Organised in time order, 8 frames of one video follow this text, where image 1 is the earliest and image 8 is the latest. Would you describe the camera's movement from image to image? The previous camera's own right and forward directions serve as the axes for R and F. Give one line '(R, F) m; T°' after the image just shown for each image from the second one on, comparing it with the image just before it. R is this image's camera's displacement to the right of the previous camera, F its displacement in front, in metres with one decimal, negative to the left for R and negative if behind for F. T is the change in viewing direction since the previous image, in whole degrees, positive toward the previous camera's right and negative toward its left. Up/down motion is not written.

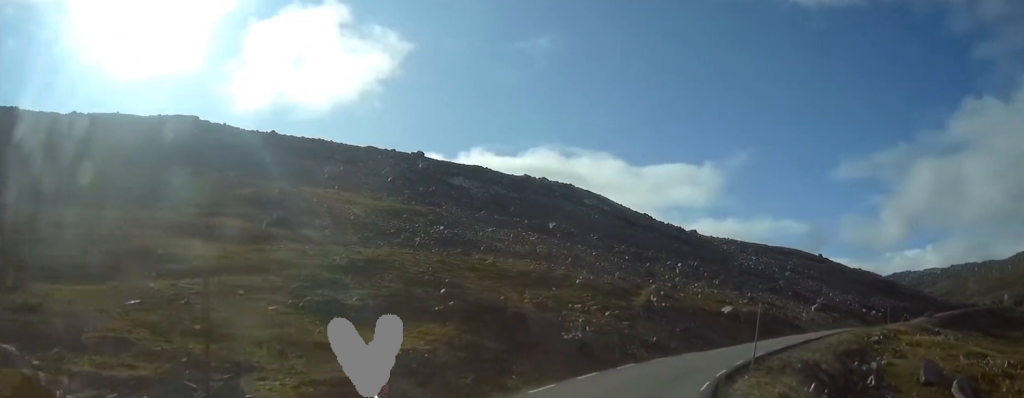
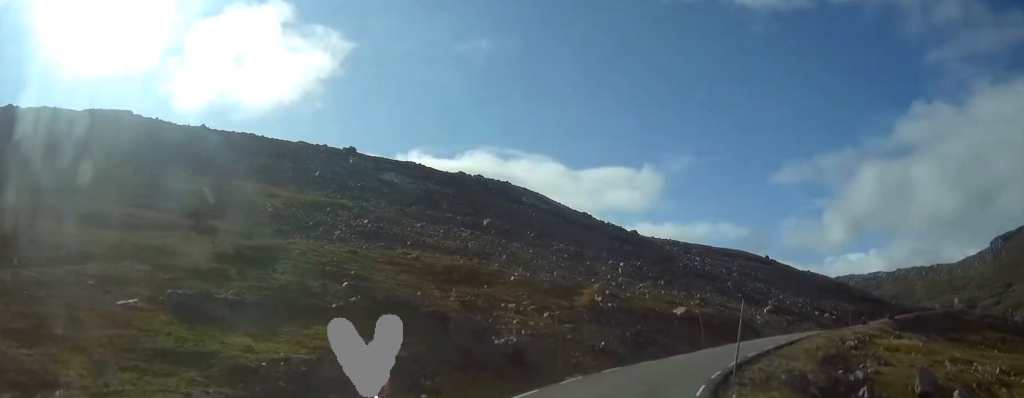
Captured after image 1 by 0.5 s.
(+0.1, +7.7) m; +5°
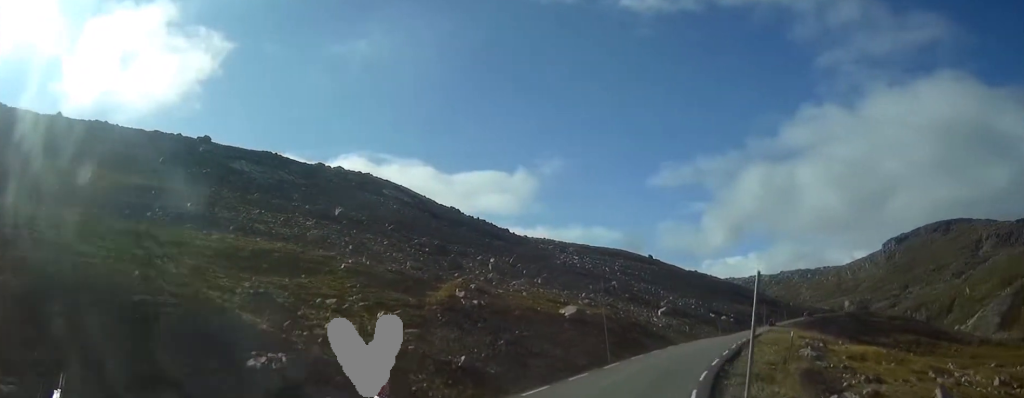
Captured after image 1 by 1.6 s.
(+1.5, +15.7) m; +10°
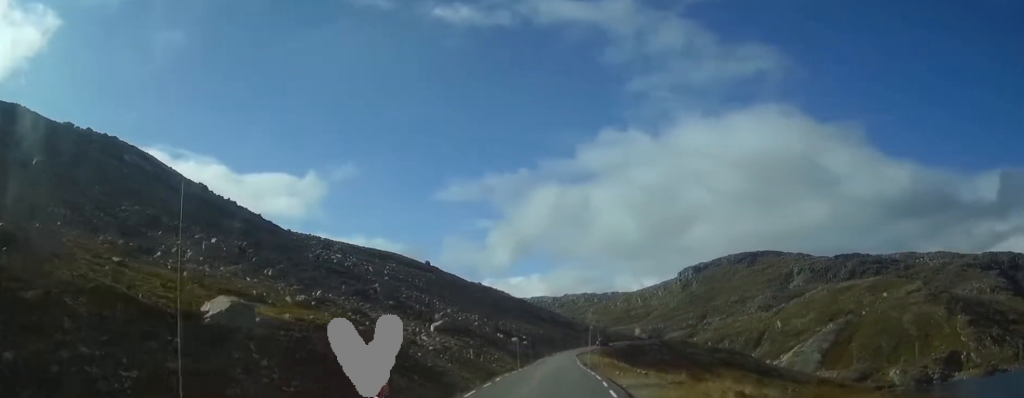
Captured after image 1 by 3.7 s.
(+5.0, +30.4) m; +16°
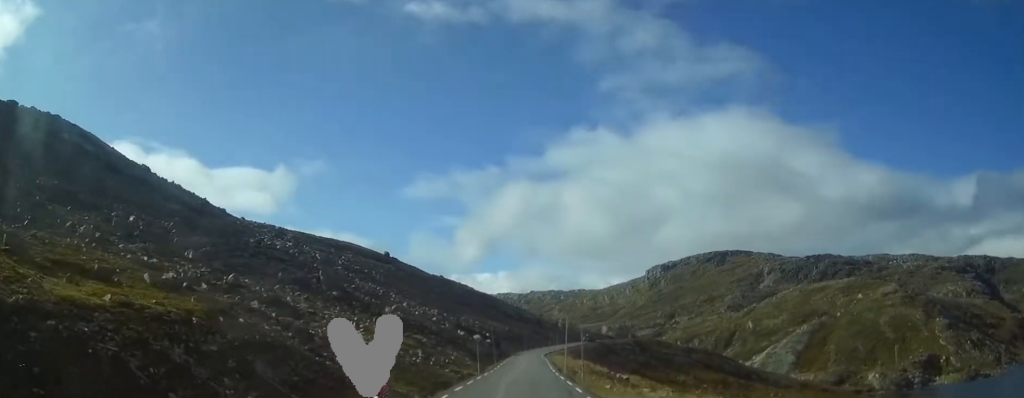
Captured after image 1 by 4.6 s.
(+0.4, +12.7) m; +3°
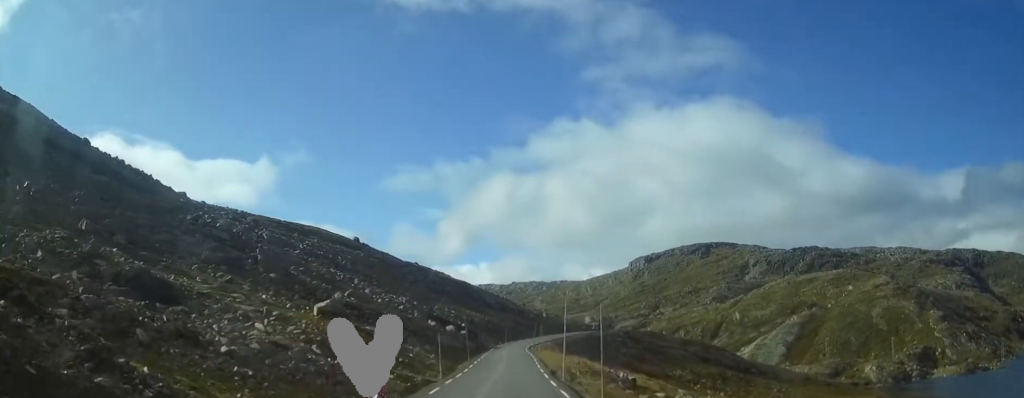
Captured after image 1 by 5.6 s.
(+0.5, +16.2) m; +2°
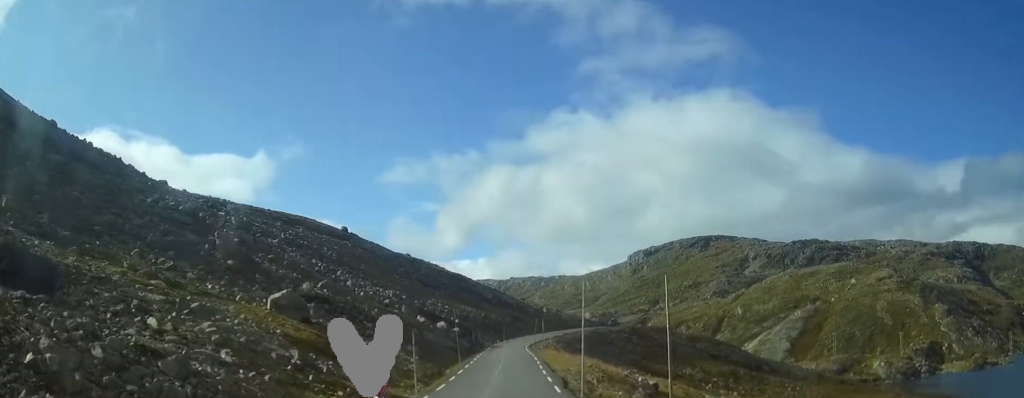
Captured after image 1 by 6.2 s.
(0.0, +10.2) m; 0°
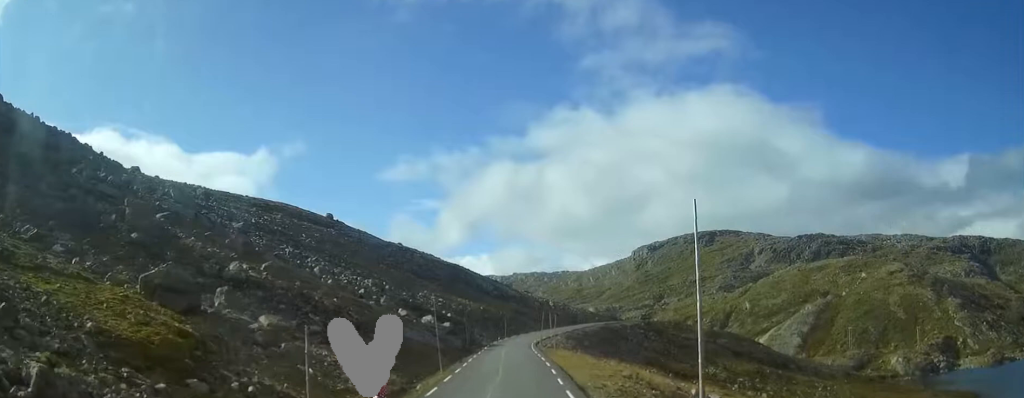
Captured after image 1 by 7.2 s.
(+0.1, +16.2) m; 0°
